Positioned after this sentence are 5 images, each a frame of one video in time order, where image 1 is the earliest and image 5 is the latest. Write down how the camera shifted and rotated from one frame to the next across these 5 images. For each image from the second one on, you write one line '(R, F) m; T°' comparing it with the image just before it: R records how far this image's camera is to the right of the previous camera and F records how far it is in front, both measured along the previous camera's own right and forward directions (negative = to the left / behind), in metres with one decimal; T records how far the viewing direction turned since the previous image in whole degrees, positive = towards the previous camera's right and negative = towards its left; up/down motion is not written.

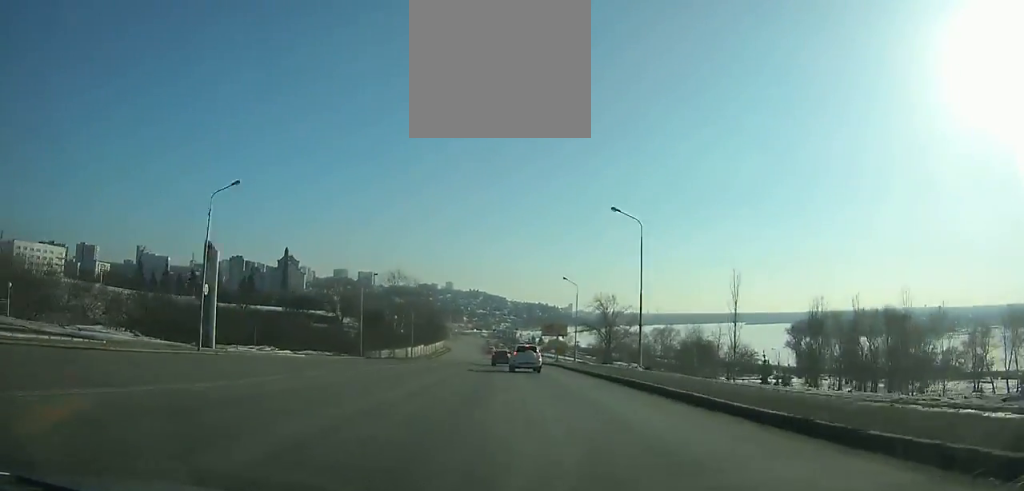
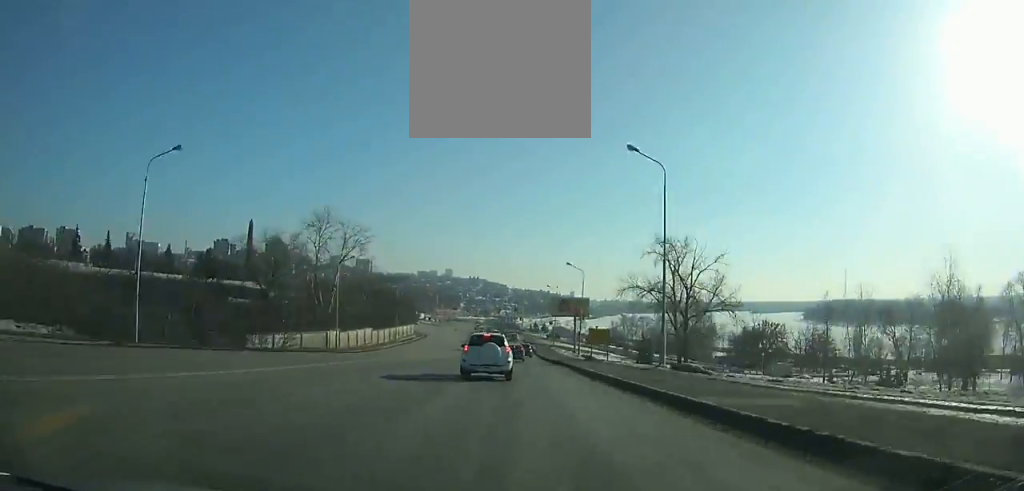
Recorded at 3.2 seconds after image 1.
(+0.5, +40.4) m; +1°
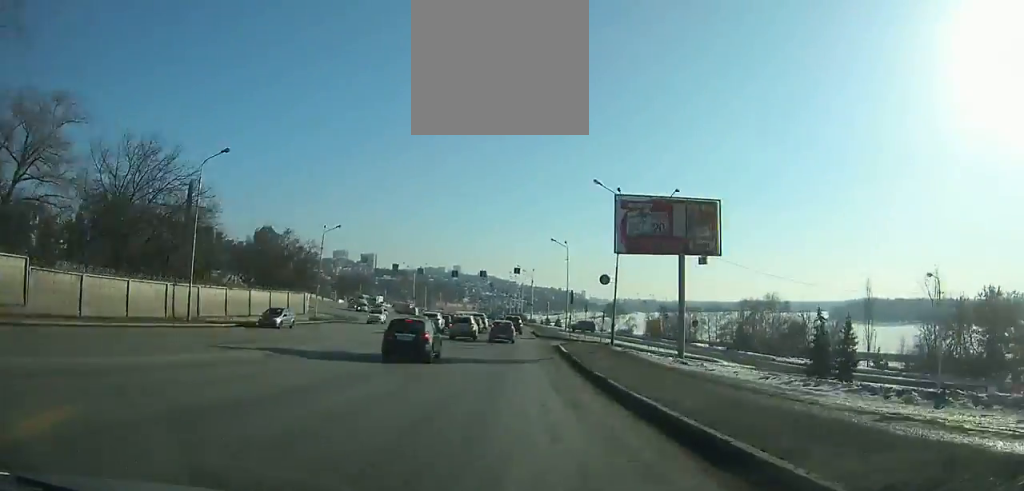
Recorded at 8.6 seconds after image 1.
(-0.4, +62.5) m; -2°
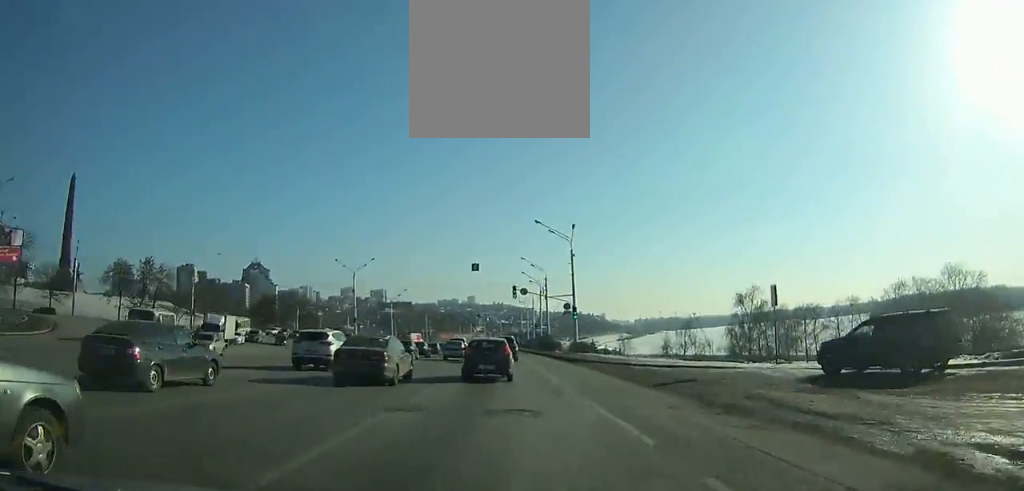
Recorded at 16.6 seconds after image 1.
(-3.0, +76.6) m; -5°
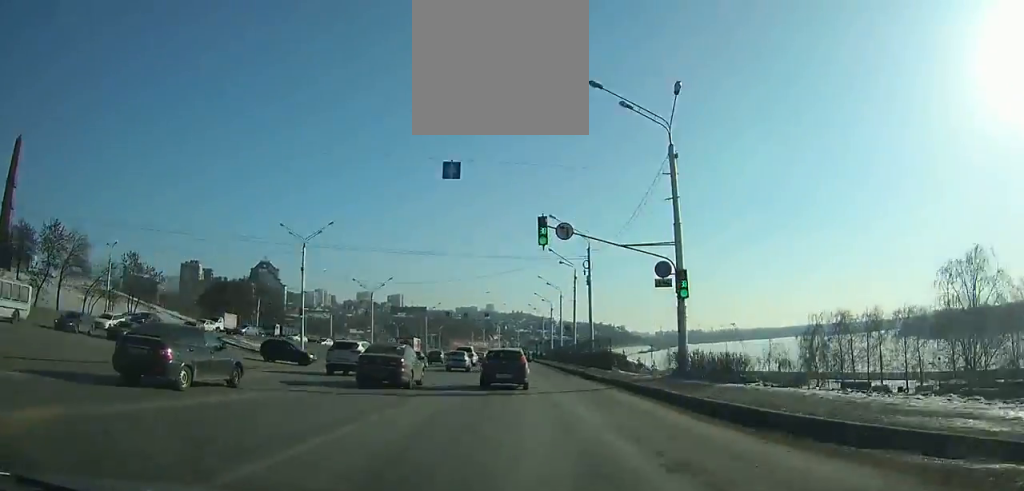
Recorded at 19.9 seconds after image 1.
(-0.3, +32.3) m; -1°
